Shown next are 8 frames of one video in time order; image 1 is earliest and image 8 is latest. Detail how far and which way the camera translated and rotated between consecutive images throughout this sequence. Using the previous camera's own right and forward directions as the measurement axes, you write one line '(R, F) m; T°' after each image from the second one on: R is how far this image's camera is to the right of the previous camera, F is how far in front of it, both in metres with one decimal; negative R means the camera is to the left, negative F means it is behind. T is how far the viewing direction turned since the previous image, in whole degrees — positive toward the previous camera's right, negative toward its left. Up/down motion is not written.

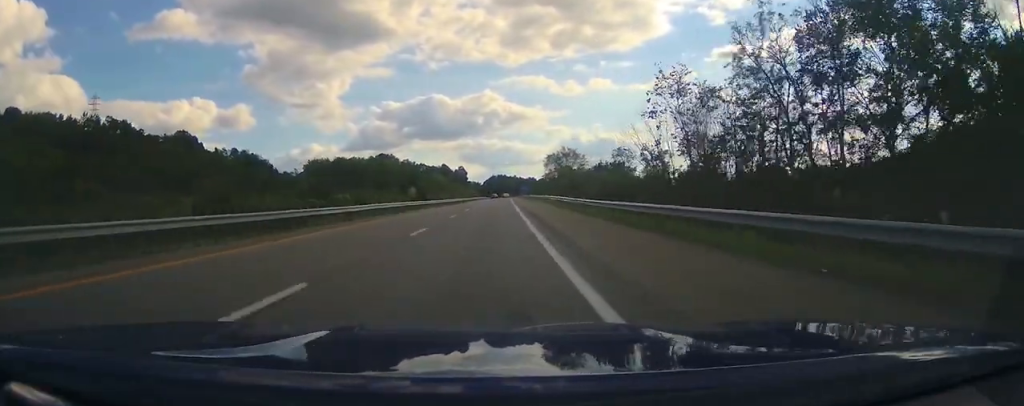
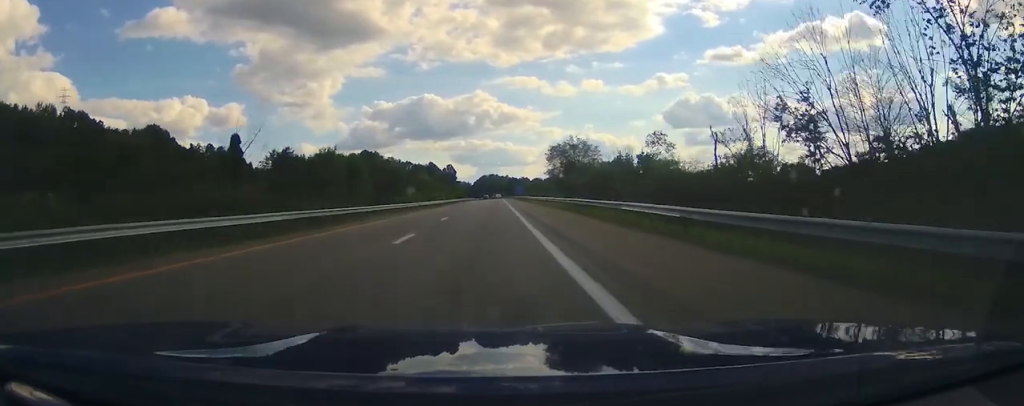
(+0.7, +26.8) m; +2°
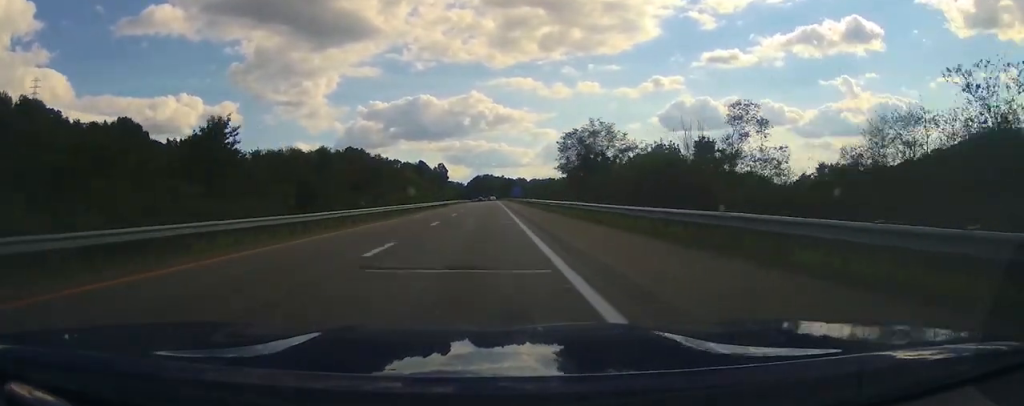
(0.0, +26.9) m; 0°
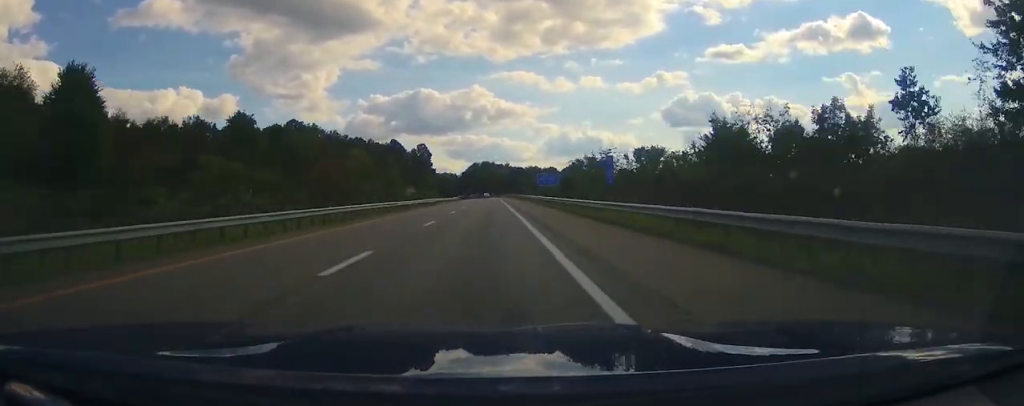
(+0.4, +100.7) m; 0°
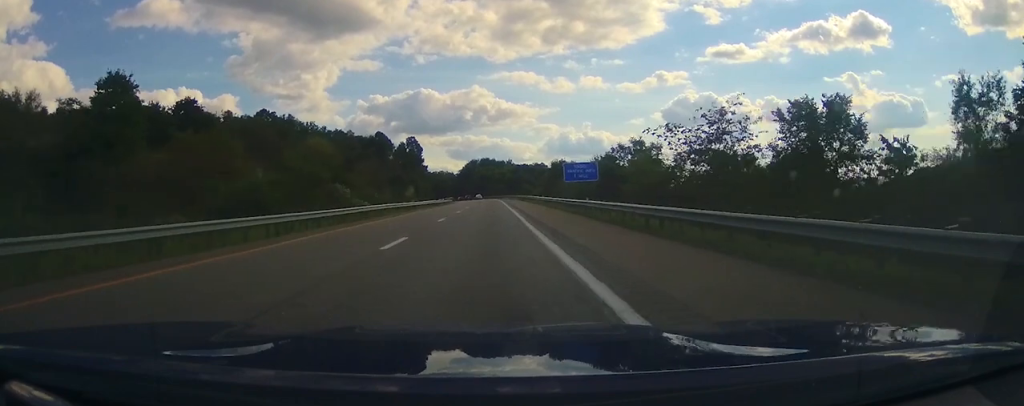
(0.0, +32.7) m; 0°
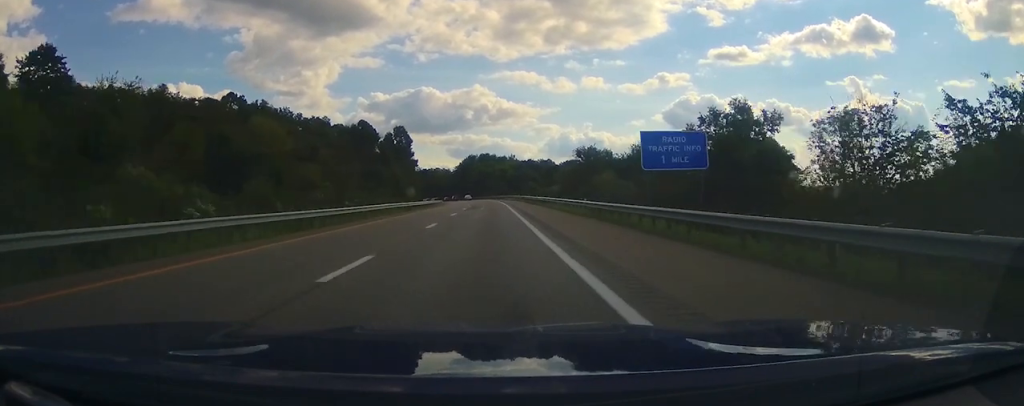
(0.0, +29.1) m; 0°
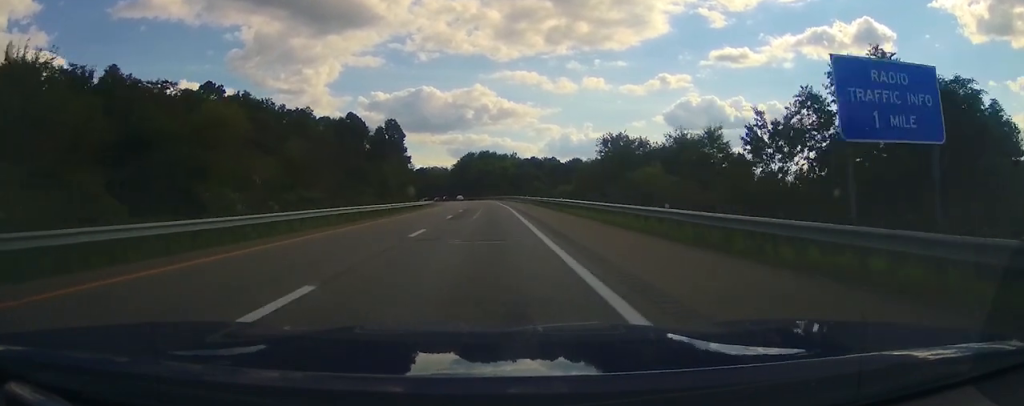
(0.0, +16.1) m; 0°
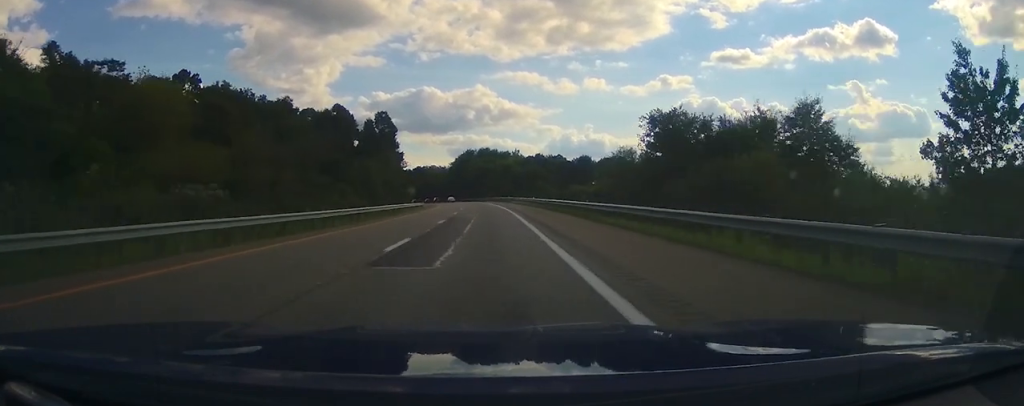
(0.0, +16.1) m; 0°
